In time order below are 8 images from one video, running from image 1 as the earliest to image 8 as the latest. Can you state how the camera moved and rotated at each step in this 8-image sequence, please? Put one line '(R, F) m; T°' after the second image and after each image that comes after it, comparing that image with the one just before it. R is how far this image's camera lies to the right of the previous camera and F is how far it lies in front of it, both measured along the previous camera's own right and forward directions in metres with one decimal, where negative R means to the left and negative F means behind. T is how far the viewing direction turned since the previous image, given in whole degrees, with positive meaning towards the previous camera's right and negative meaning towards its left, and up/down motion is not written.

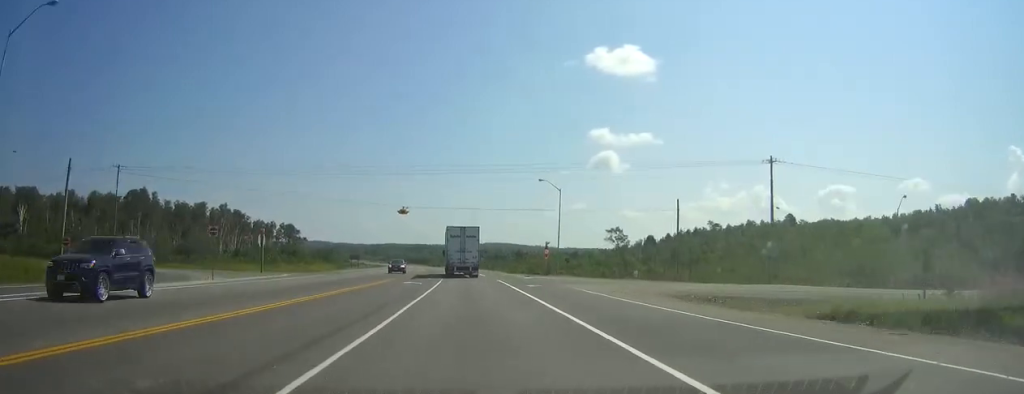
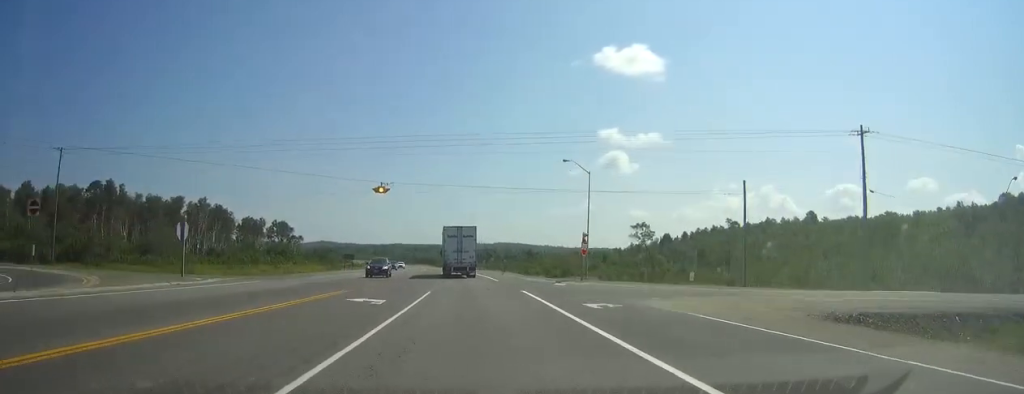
(-0.1, +18.7) m; -1°
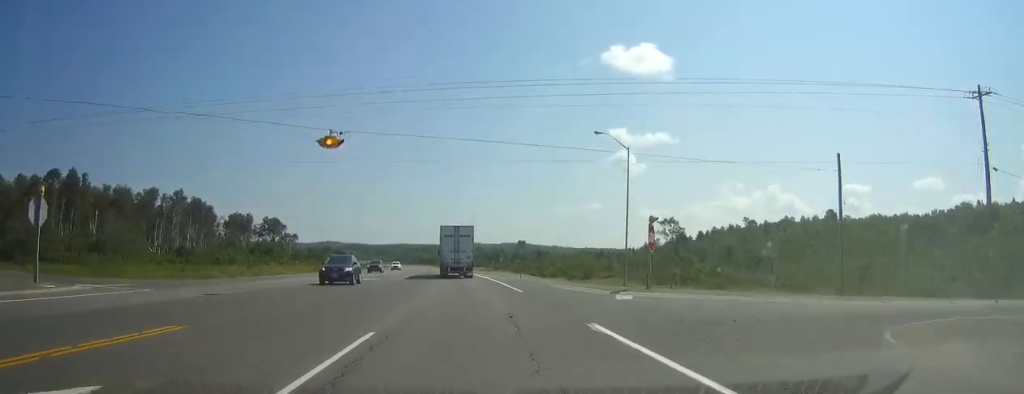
(0.0, +16.9) m; -1°
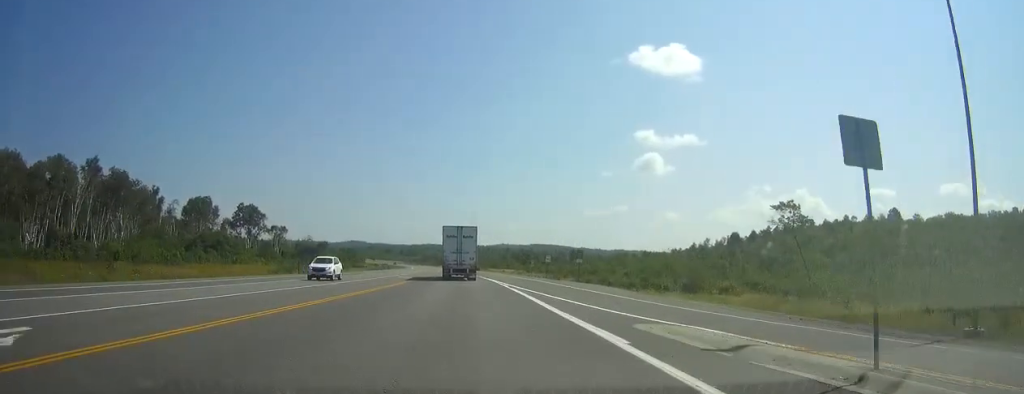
(-1.0, +43.7) m; -2°
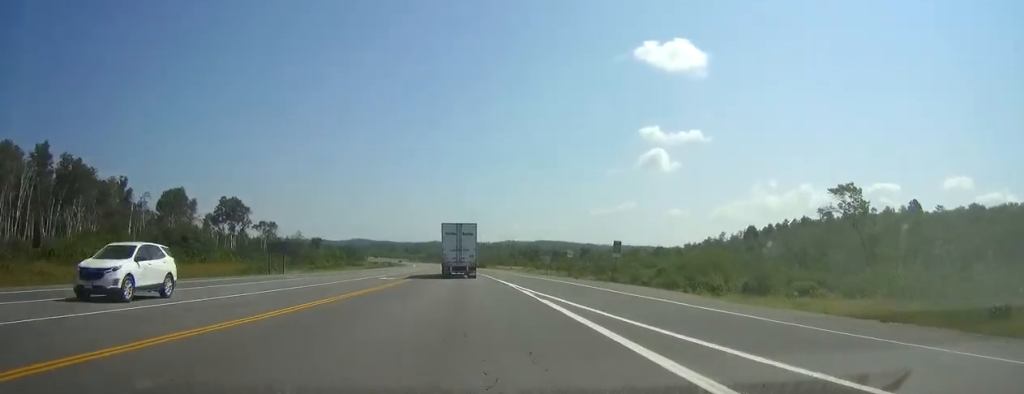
(-0.2, +15.3) m; 0°
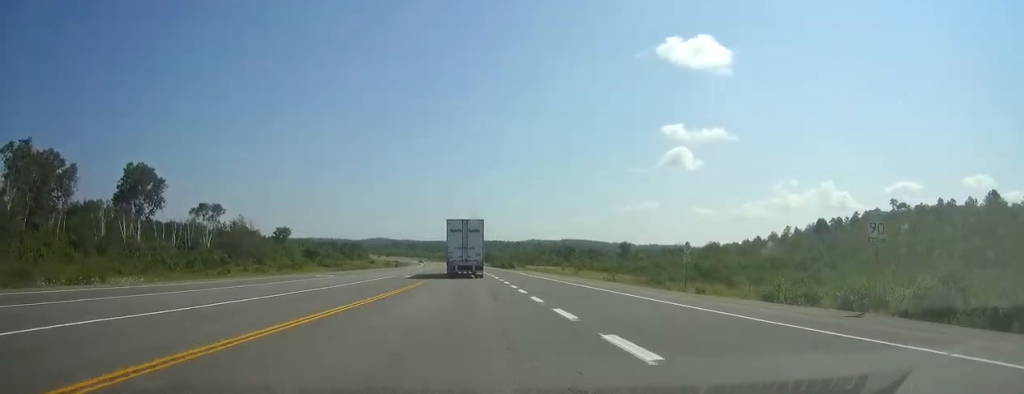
(-0.6, +52.4) m; -2°
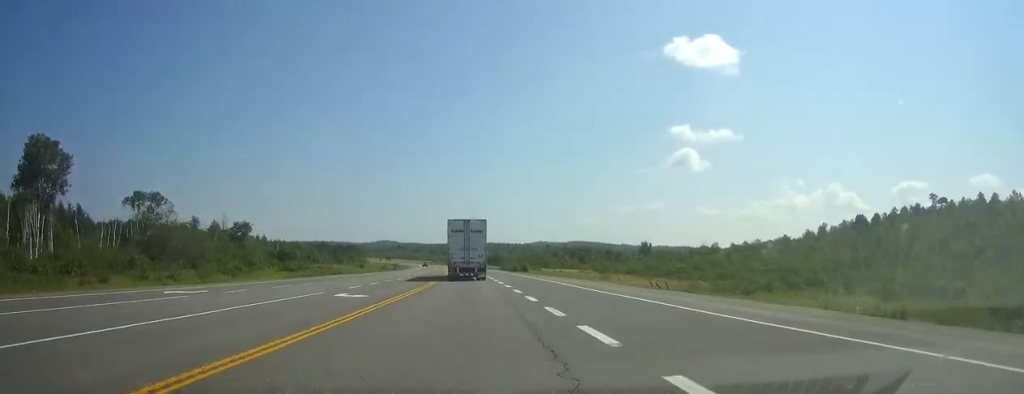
(-0.2, +28.4) m; -1°
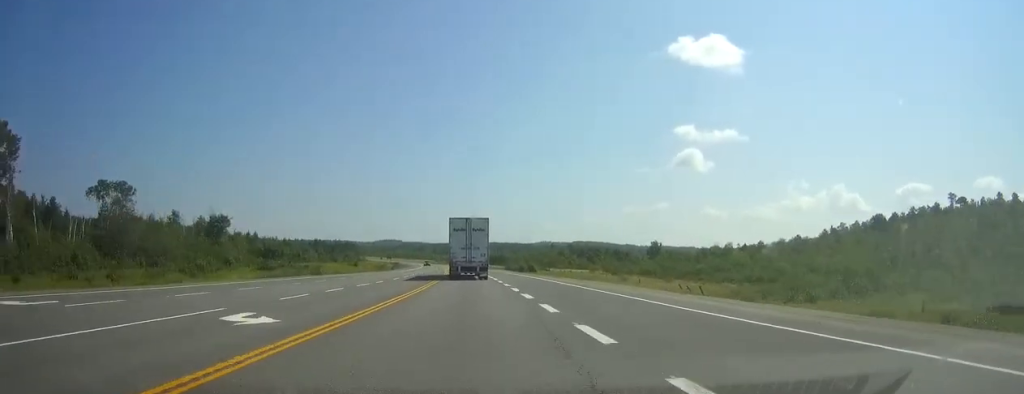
(0.0, +11.8) m; 0°
